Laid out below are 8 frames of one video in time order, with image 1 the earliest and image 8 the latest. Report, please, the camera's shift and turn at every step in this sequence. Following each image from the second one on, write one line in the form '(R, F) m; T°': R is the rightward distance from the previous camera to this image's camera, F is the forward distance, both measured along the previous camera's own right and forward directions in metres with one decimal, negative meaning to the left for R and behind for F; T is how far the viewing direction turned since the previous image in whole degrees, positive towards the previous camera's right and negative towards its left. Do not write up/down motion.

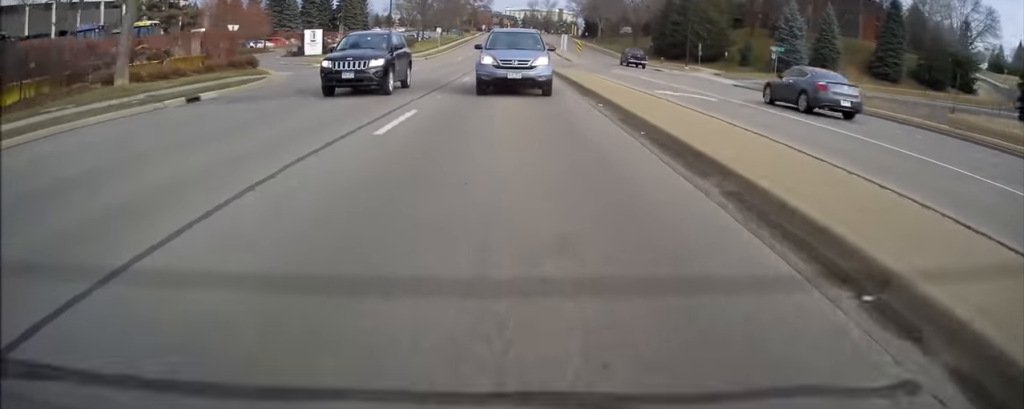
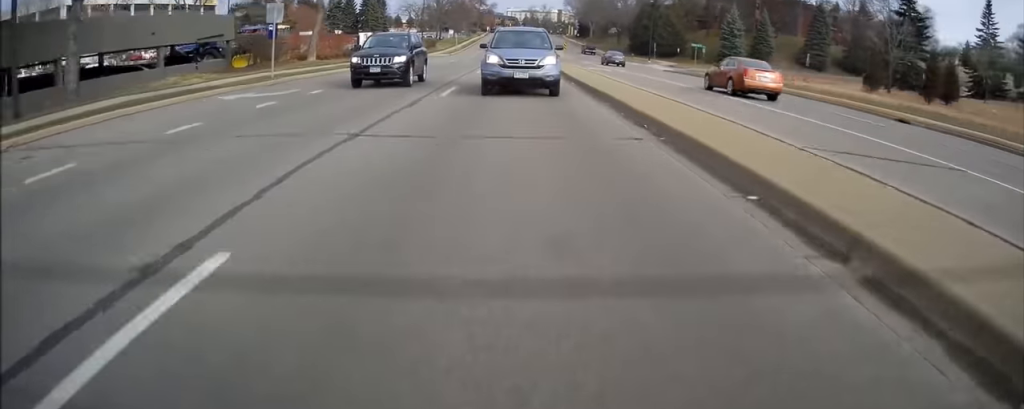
(-0.2, +21.5) m; +1°
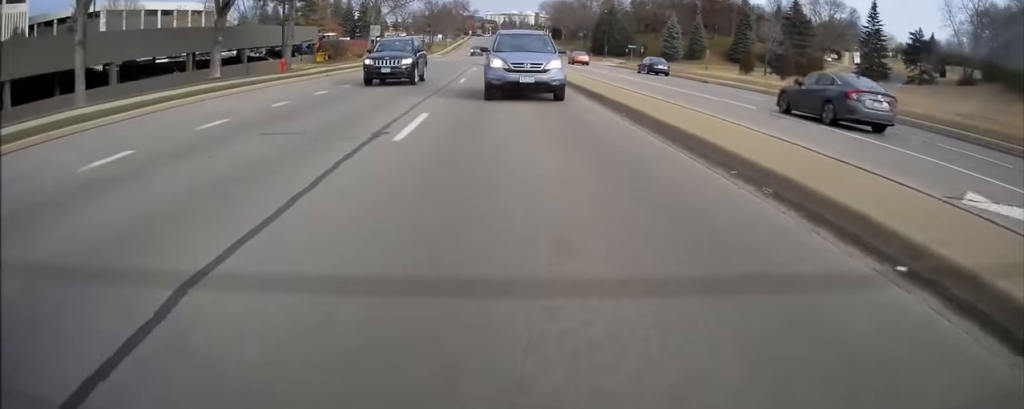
(+0.5, +23.7) m; +1°
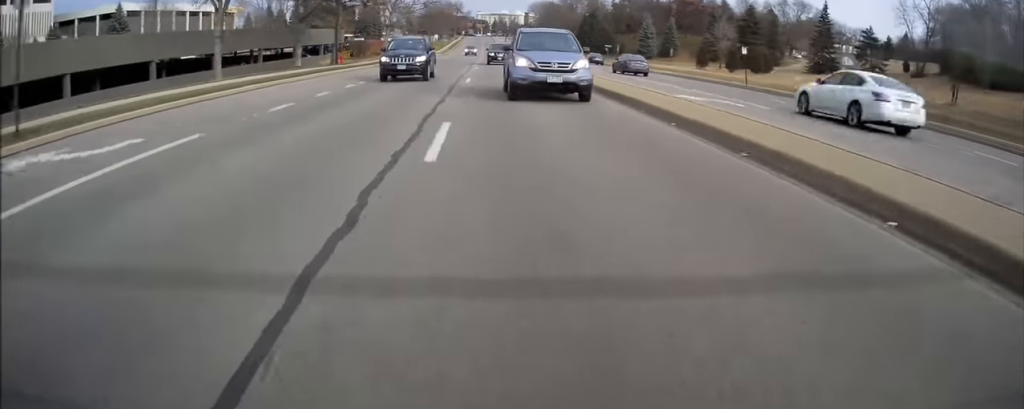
(0.0, +13.3) m; 0°
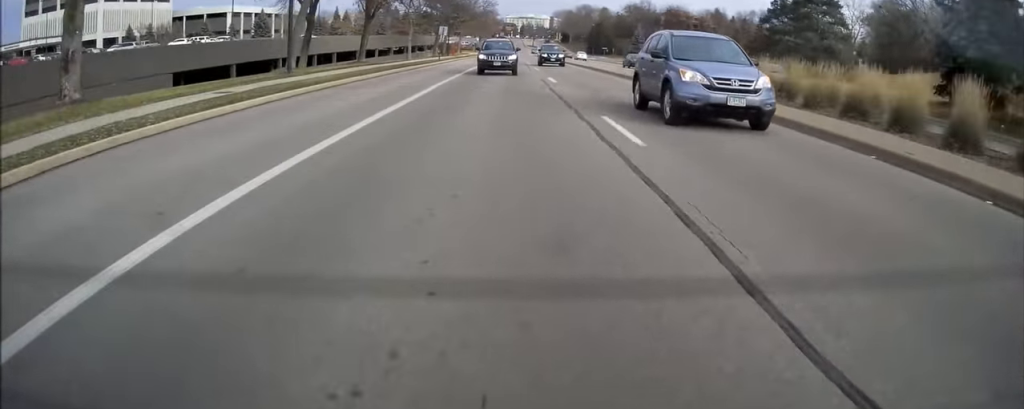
(+0.7, +46.3) m; -1°
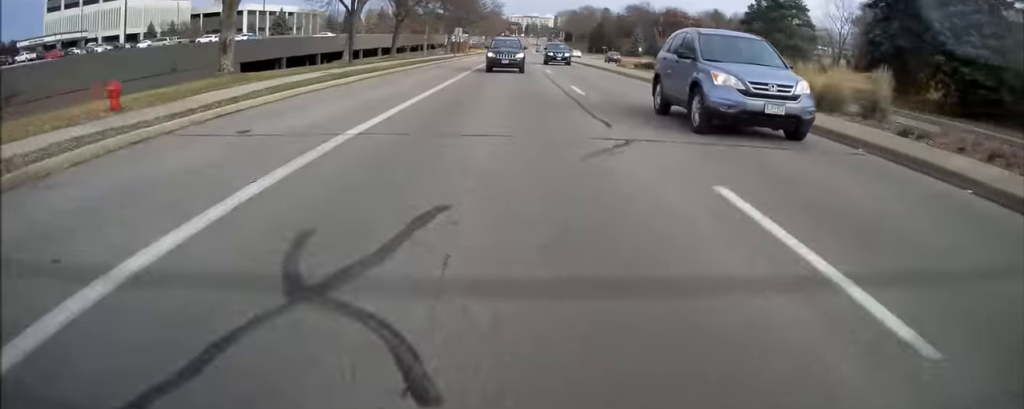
(-0.3, +8.7) m; -1°
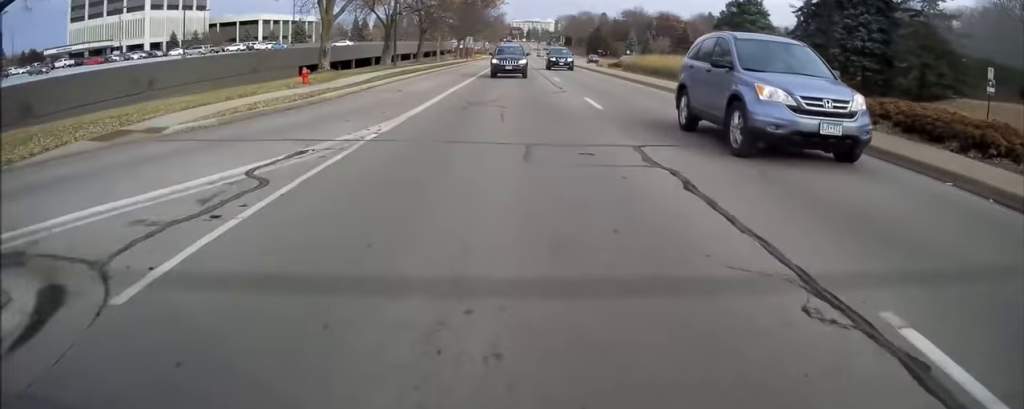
(-0.1, +11.7) m; -1°
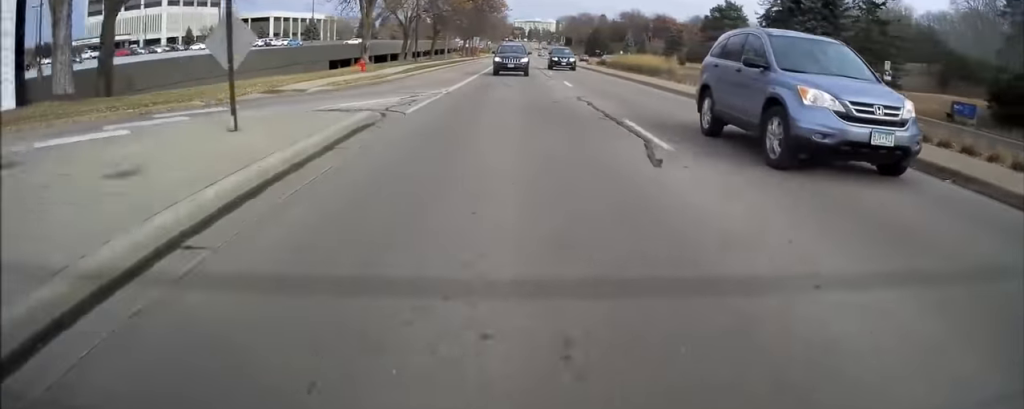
(+0.1, +8.6) m; 0°
